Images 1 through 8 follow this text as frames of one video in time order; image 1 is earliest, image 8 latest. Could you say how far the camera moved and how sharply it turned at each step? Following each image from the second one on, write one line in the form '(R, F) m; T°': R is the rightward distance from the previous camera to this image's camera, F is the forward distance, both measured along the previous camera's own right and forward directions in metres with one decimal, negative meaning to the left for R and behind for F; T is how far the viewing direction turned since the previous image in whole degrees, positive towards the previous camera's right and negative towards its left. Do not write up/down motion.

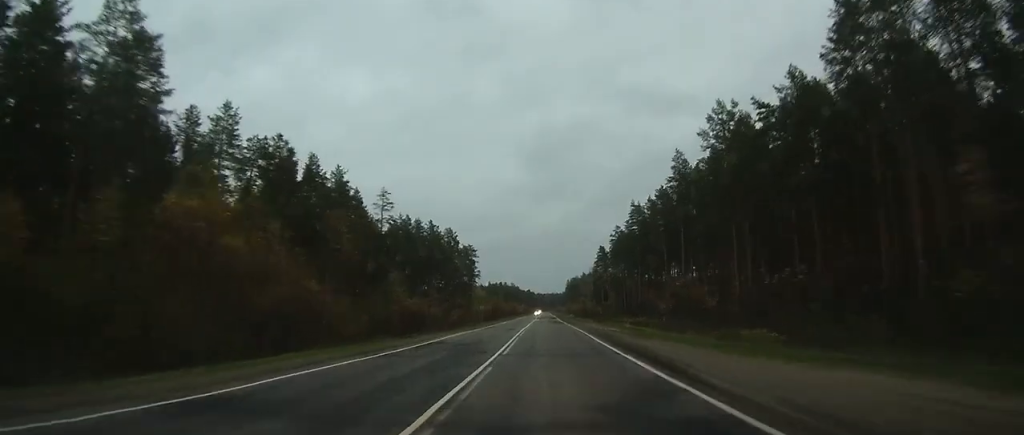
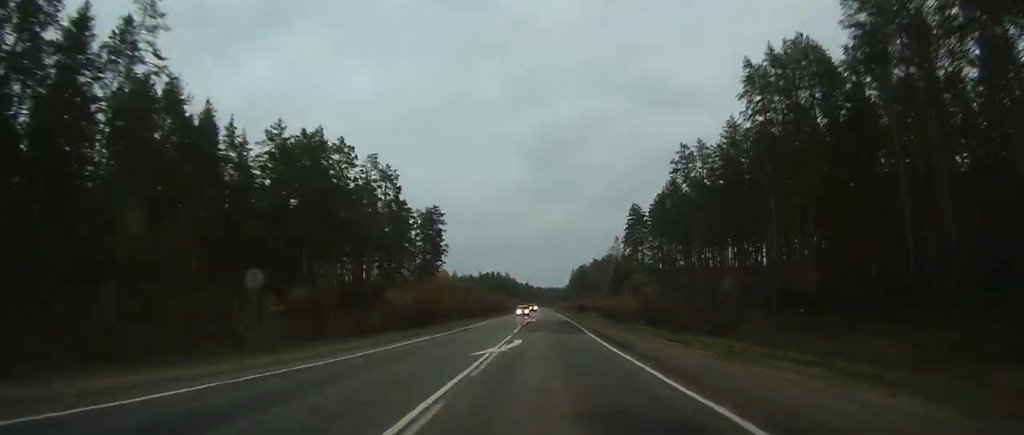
(+0.2, +69.3) m; 0°
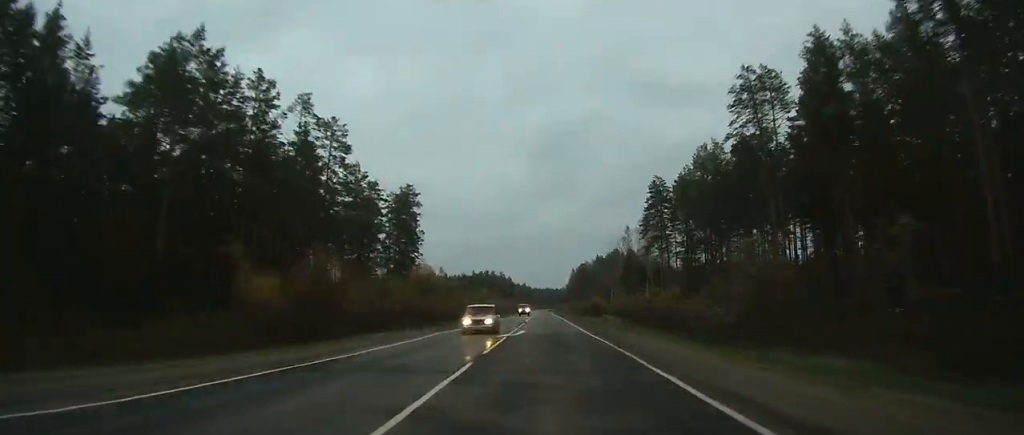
(-0.1, +24.7) m; 0°
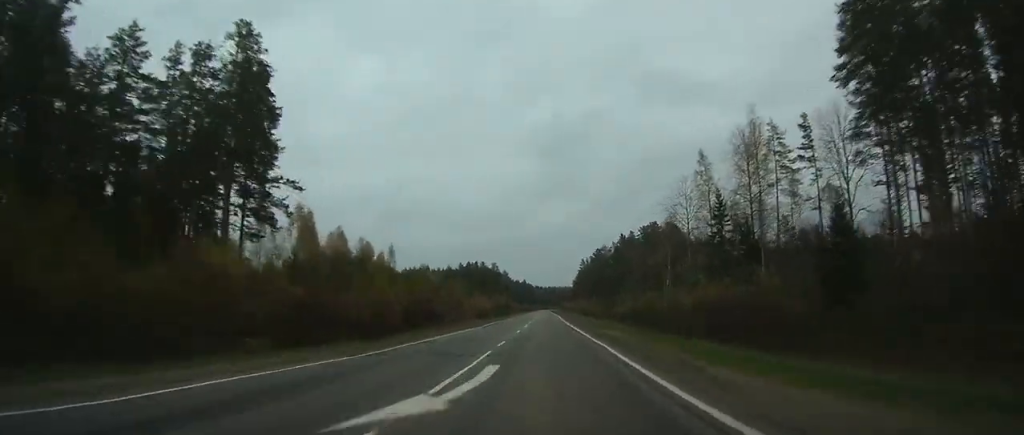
(-0.3, +65.1) m; -1°
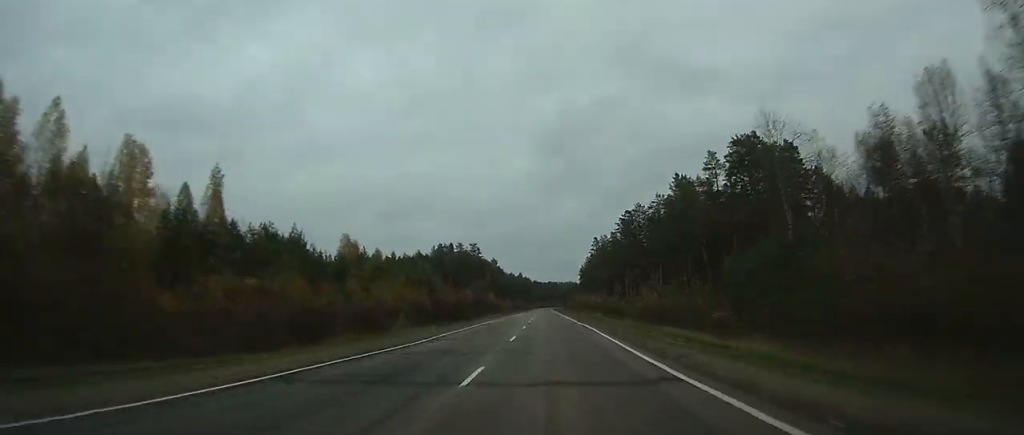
(-0.6, +73.3) m; 0°
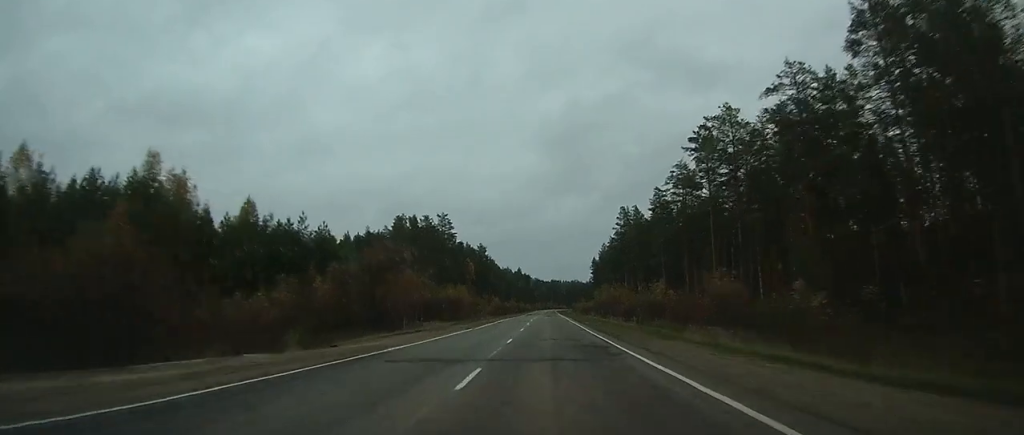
(+0.8, +62.9) m; +1°
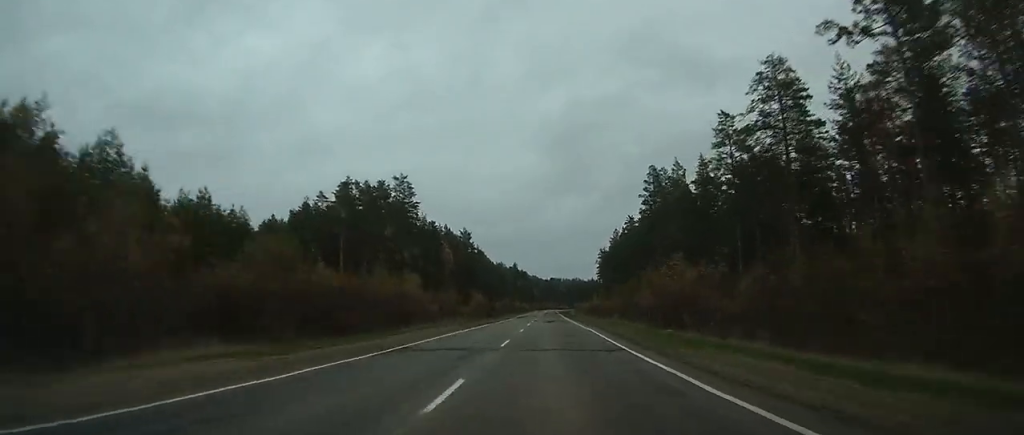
(+0.1, +38.4) m; 0°
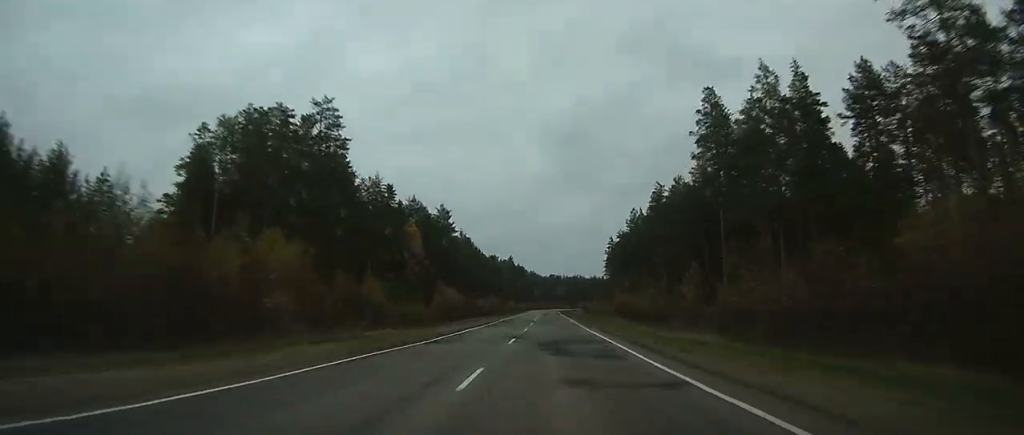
(0.0, +33.7) m; 0°
